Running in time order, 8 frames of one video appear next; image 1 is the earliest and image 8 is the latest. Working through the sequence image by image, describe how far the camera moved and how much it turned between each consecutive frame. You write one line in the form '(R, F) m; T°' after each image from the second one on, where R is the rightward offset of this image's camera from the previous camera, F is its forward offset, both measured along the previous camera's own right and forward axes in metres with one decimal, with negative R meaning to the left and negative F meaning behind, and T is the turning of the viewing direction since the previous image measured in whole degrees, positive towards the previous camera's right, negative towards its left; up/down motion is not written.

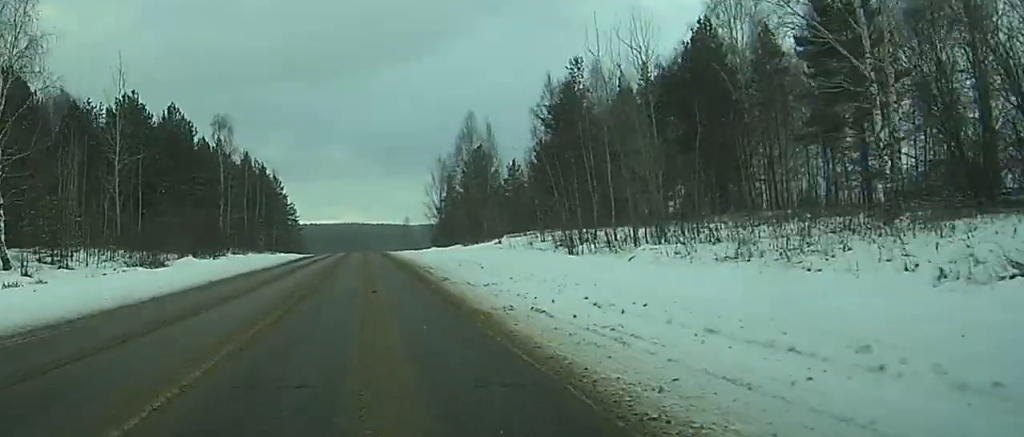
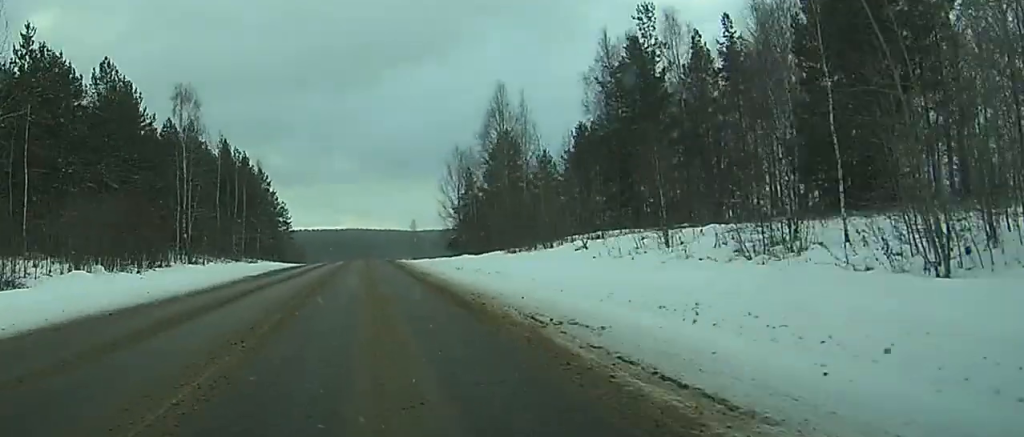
(+0.1, +30.7) m; +1°
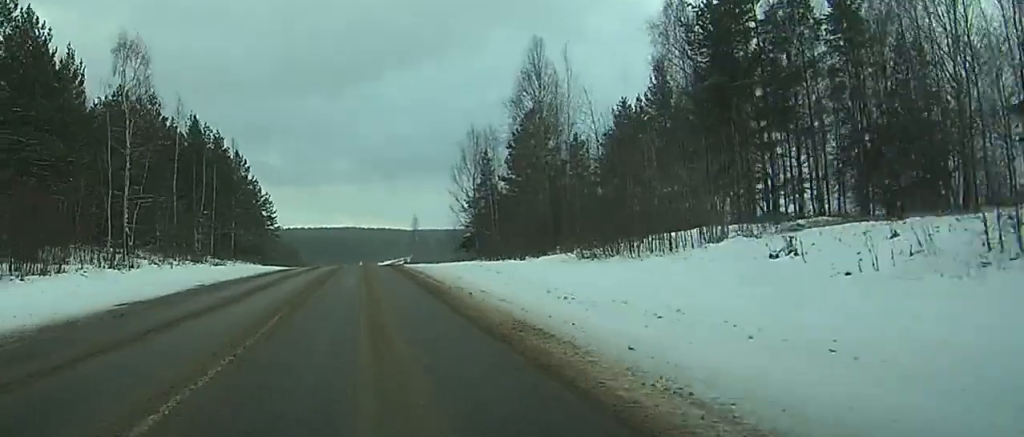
(+0.2, +26.2) m; +1°
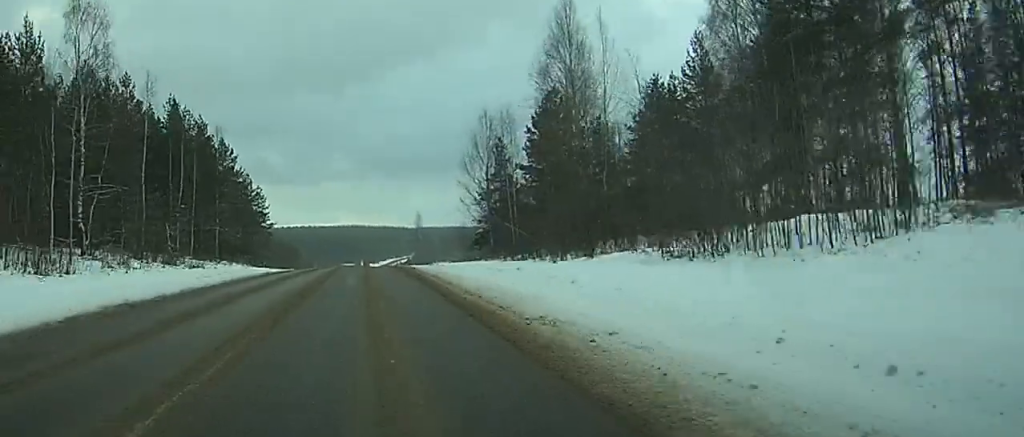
(+0.1, +13.3) m; 0°
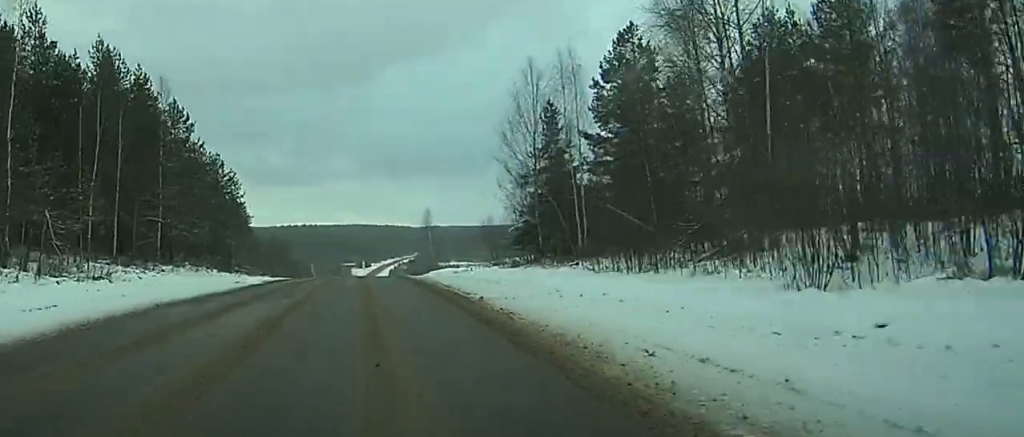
(-0.2, +24.5) m; -2°
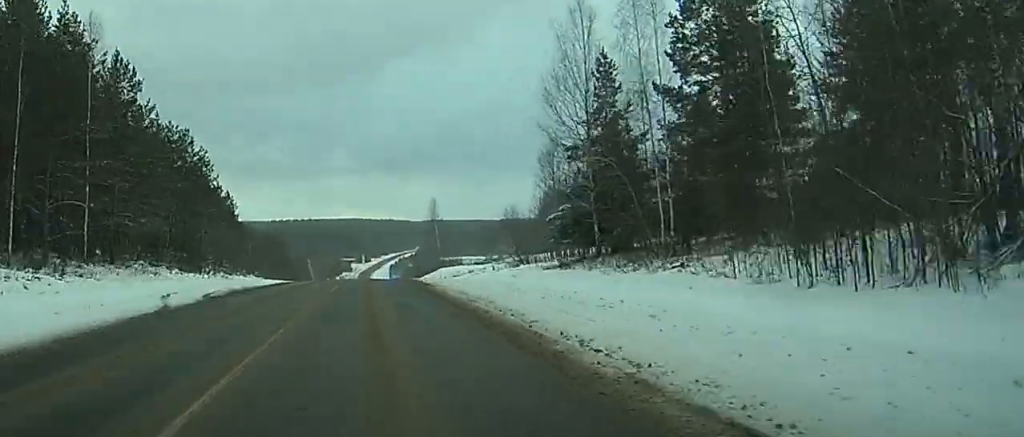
(-0.5, +14.6) m; -1°
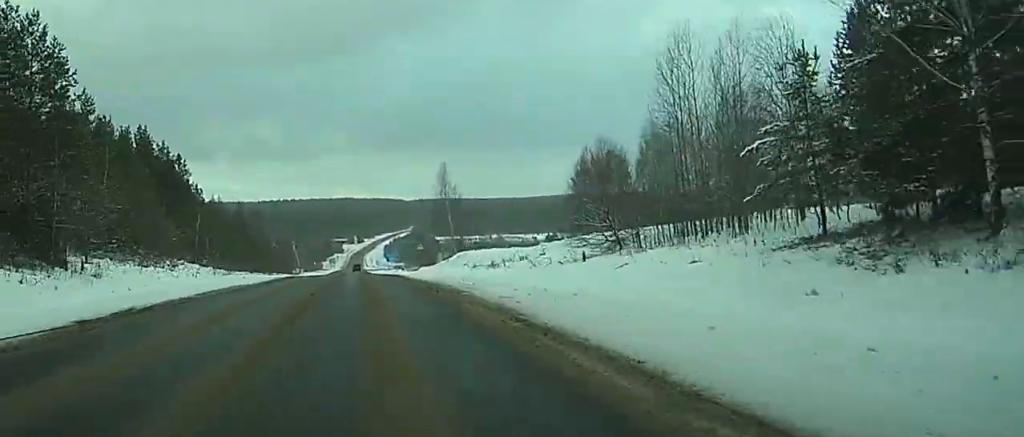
(+0.3, +34.8) m; +1°
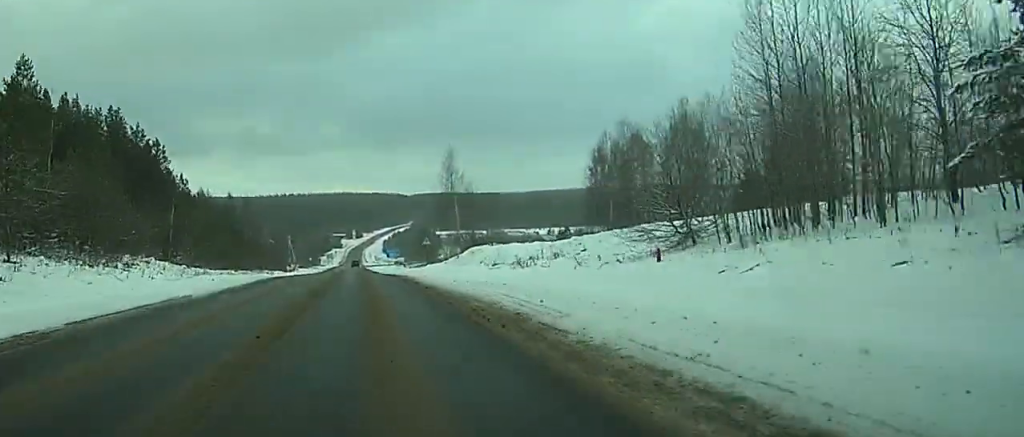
(+0.1, +14.1) m; 0°
